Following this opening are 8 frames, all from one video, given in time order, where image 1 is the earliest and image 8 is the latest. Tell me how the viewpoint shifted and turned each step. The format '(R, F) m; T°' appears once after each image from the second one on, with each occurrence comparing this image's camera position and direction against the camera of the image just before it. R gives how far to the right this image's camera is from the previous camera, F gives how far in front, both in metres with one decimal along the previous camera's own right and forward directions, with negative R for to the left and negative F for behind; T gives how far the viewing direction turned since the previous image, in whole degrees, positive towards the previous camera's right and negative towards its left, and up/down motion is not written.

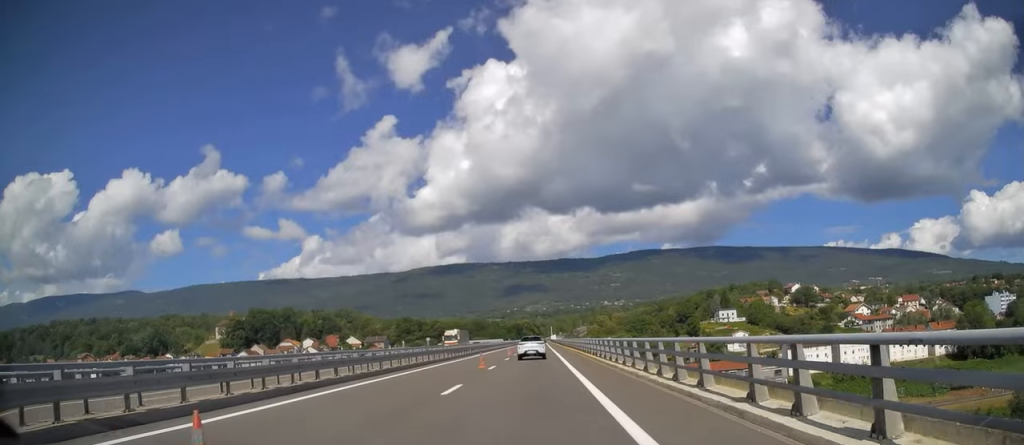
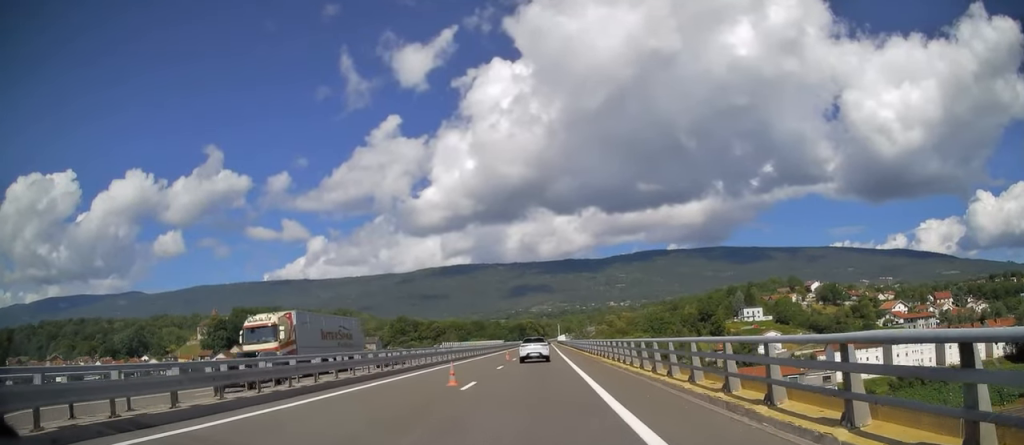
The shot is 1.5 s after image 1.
(-0.4, +36.5) m; -1°
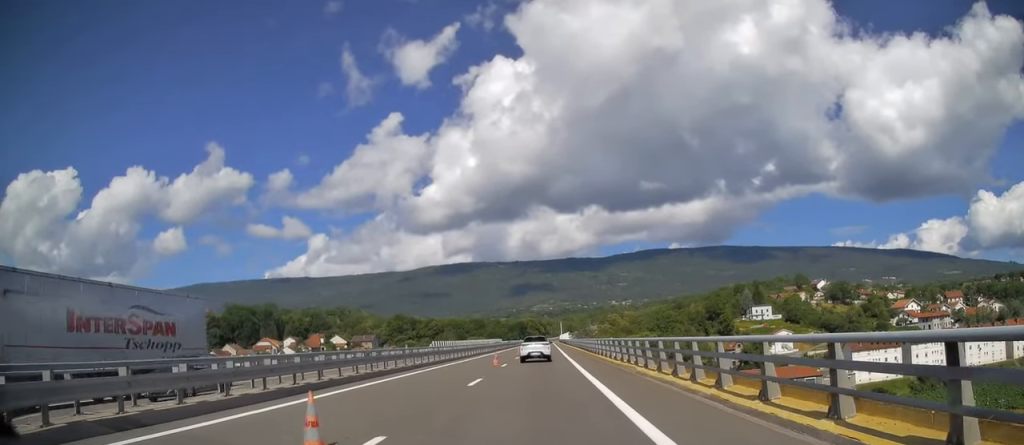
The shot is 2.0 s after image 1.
(-0.2, +11.8) m; 0°
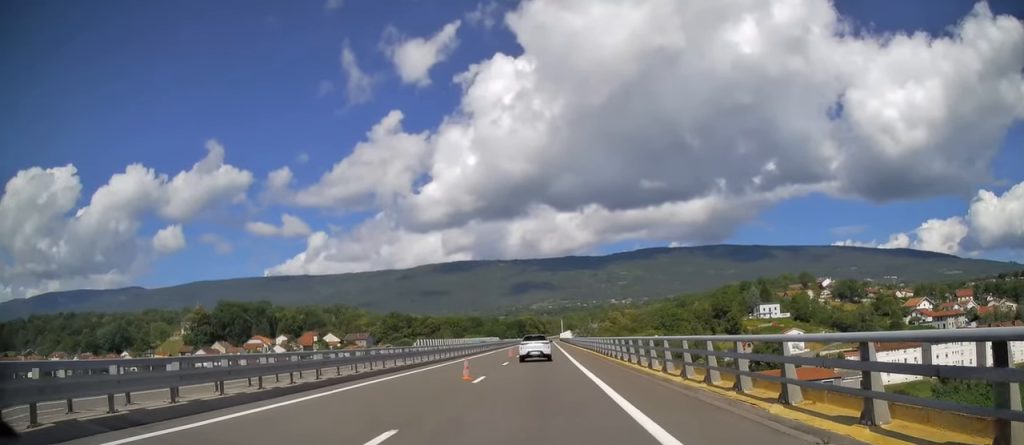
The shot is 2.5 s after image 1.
(+0.1, +12.2) m; 0°
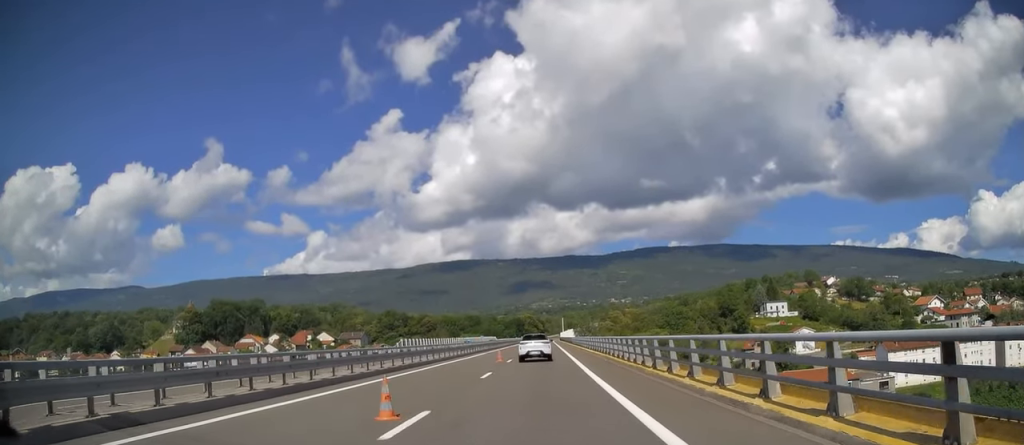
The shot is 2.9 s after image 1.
(+0.1, +10.6) m; 0°
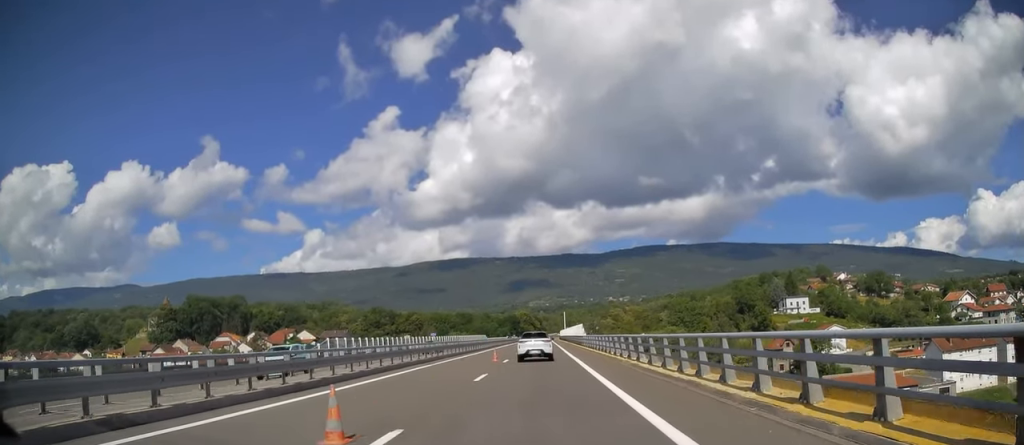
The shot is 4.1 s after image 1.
(+0.2, +28.4) m; -1°
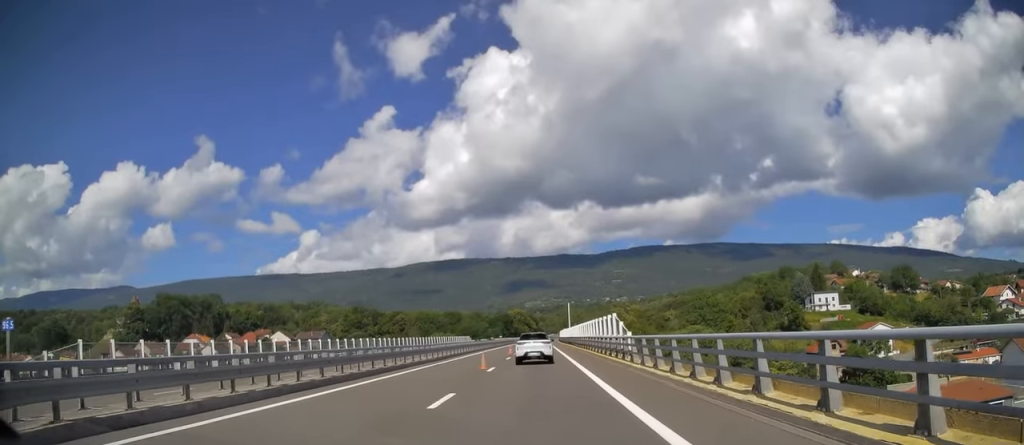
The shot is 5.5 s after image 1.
(-0.1, +33.3) m; +1°
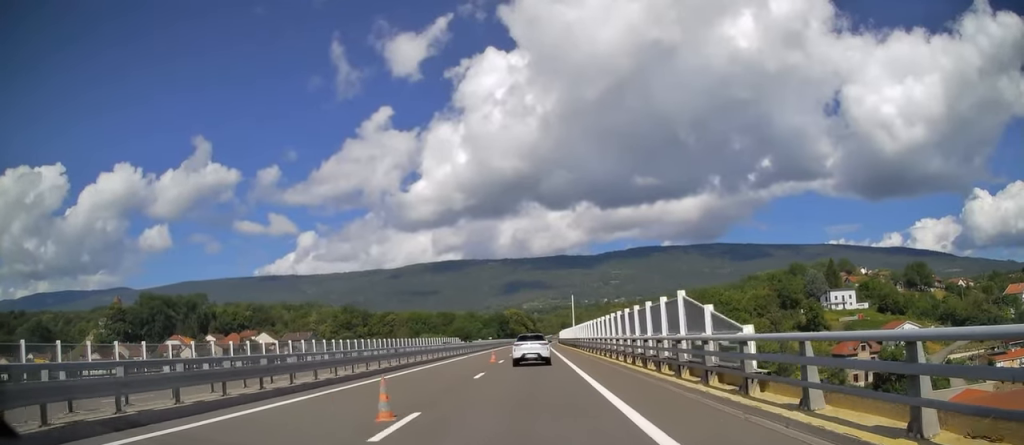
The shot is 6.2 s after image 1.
(+0.2, +16.5) m; +1°
